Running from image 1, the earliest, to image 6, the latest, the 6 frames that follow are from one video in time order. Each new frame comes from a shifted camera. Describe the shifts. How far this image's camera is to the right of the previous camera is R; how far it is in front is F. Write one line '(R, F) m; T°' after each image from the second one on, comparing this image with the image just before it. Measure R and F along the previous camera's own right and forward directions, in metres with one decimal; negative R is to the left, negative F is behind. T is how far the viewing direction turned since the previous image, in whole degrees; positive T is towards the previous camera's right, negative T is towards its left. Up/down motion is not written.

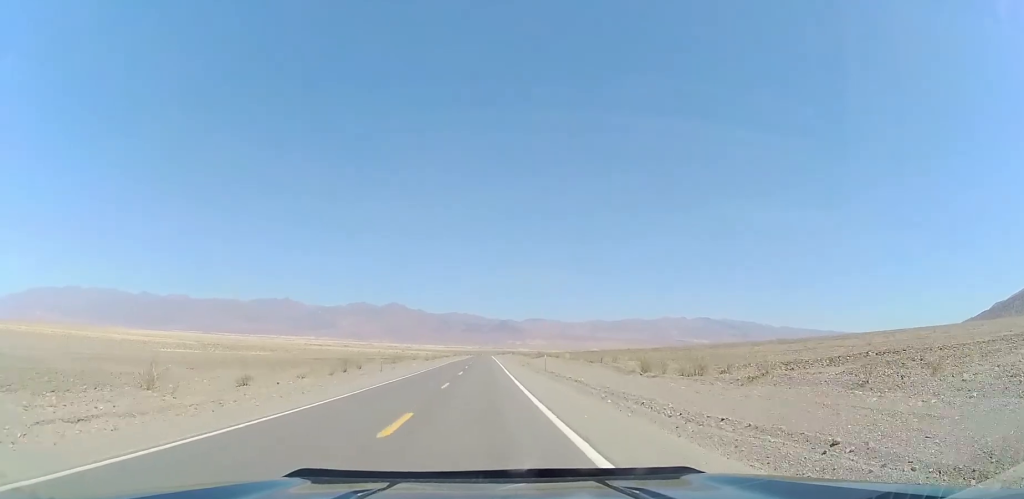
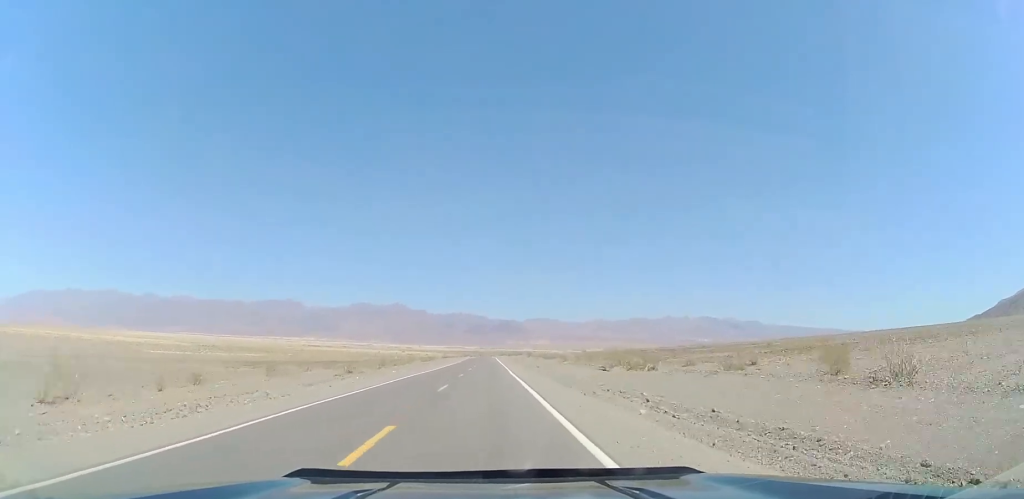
(-0.4, +61.6) m; 0°
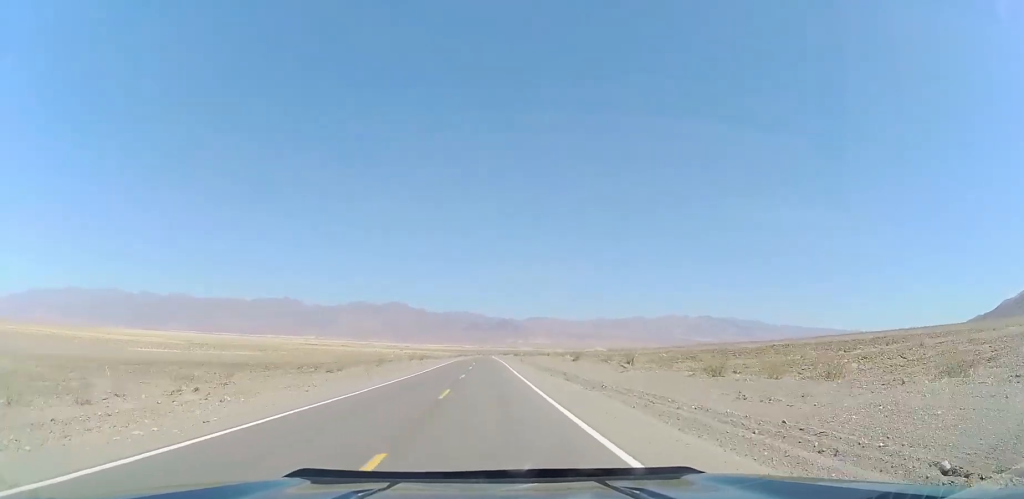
(+0.2, +61.6) m; -1°
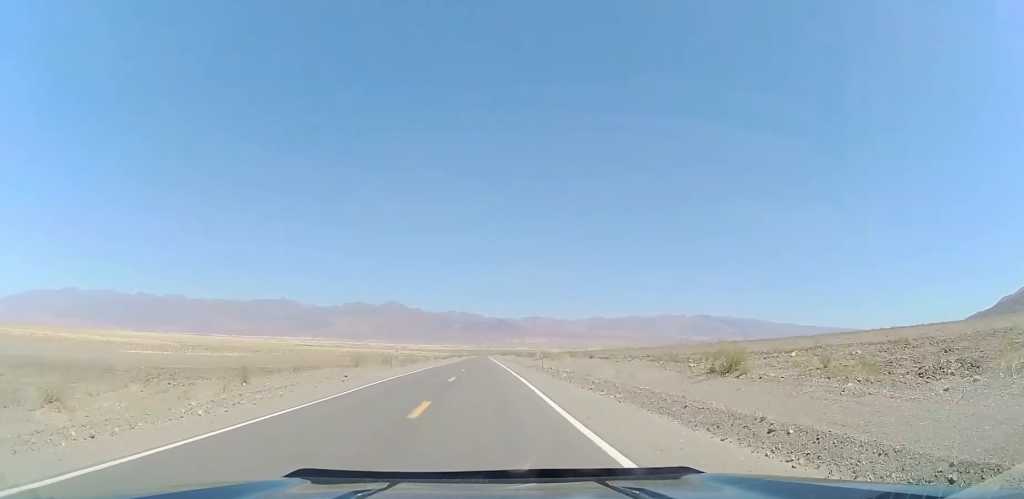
(-0.1, +35.3) m; +1°
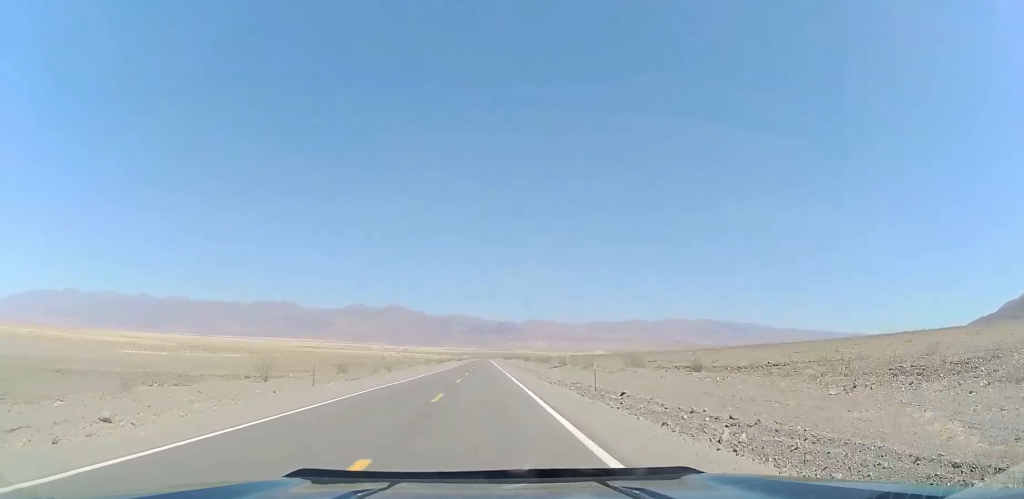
(+0.2, +23.0) m; +1°
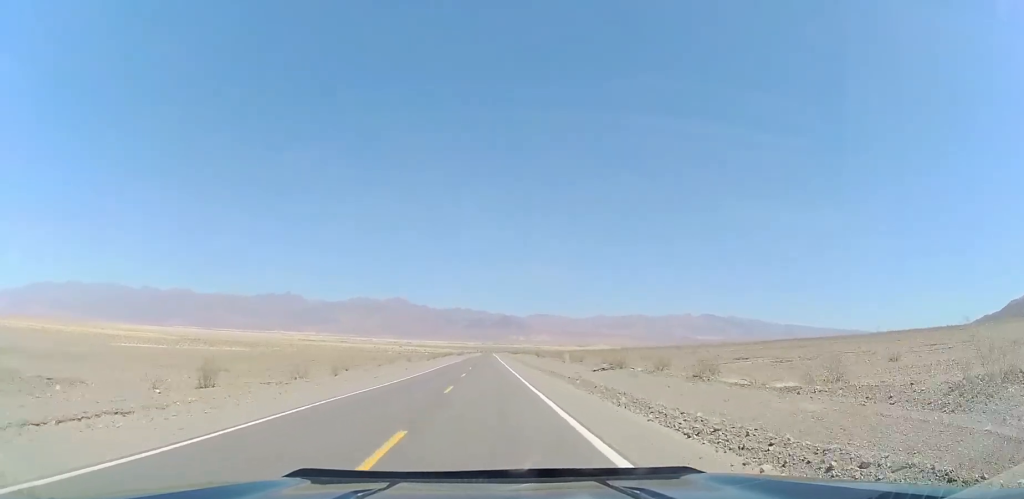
(+0.3, +26.0) m; -1°
